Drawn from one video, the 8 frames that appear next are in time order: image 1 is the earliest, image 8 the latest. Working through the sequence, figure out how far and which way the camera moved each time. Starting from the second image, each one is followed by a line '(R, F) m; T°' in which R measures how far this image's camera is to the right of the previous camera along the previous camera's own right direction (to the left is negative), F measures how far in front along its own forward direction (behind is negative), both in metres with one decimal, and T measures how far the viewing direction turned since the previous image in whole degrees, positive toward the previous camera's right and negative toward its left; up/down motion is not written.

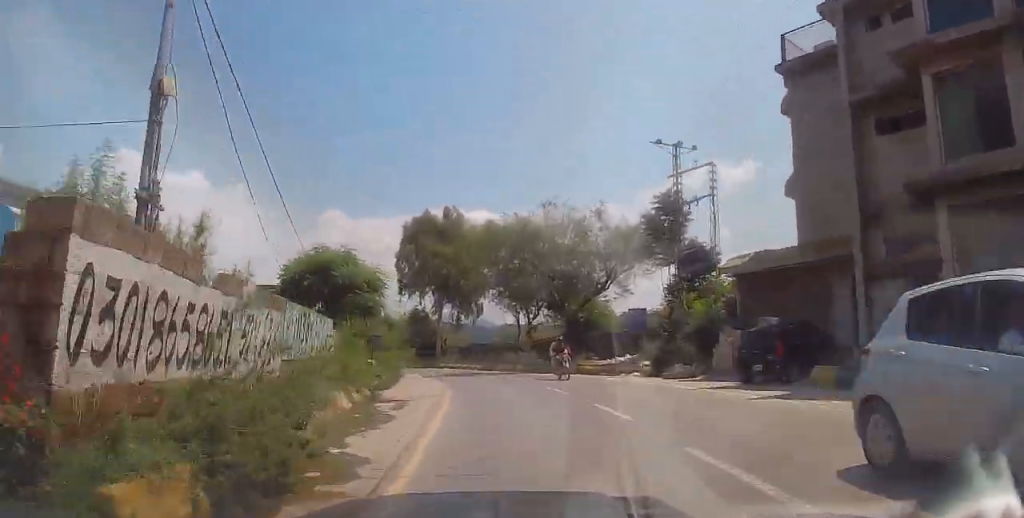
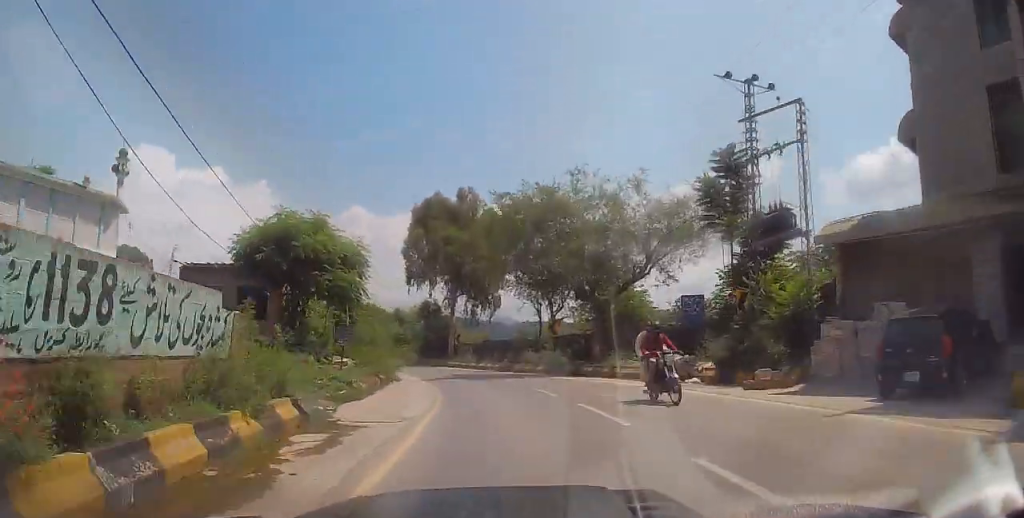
(-0.2, +6.3) m; -2°
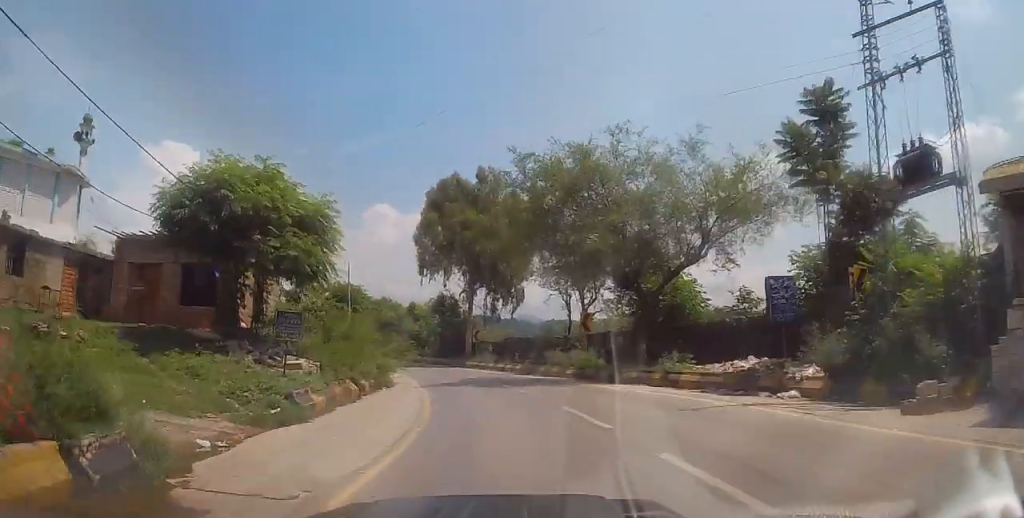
(-0.1, +5.9) m; -2°
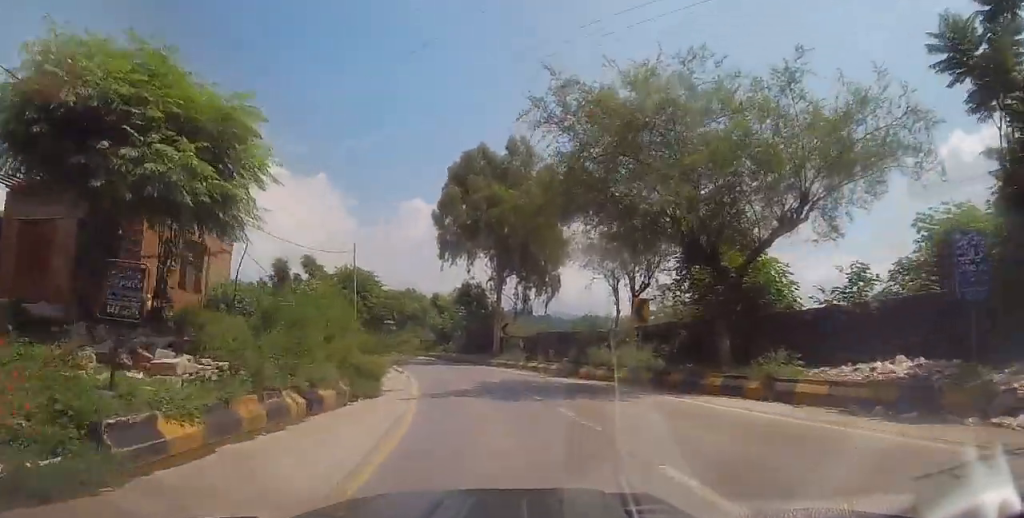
(-0.1, +6.5) m; -2°
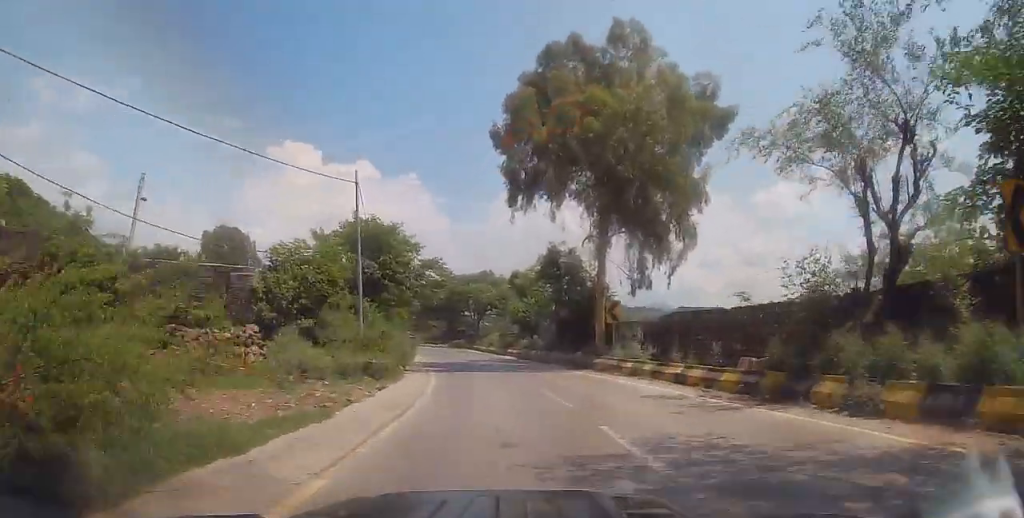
(-0.8, +15.2) m; -7°
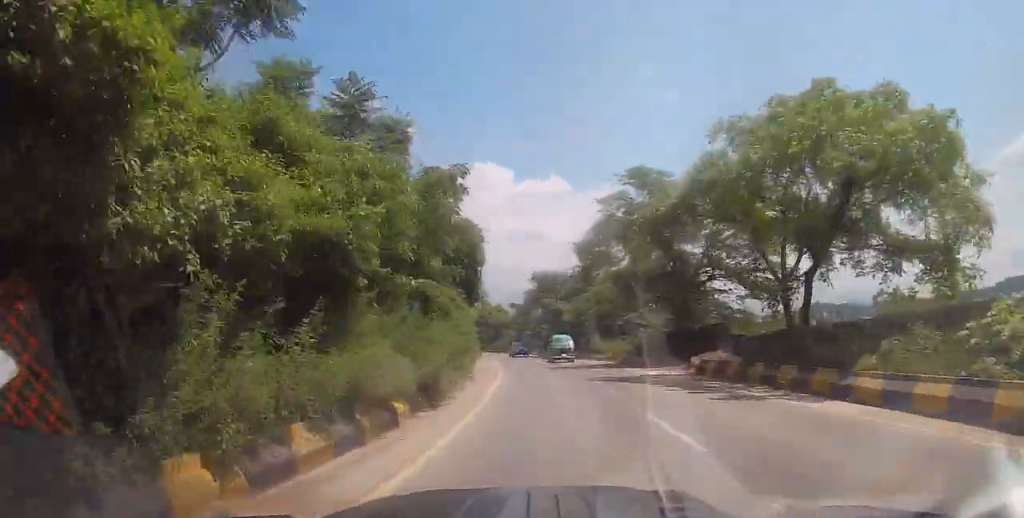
(-7.6, +46.1) m; -18°
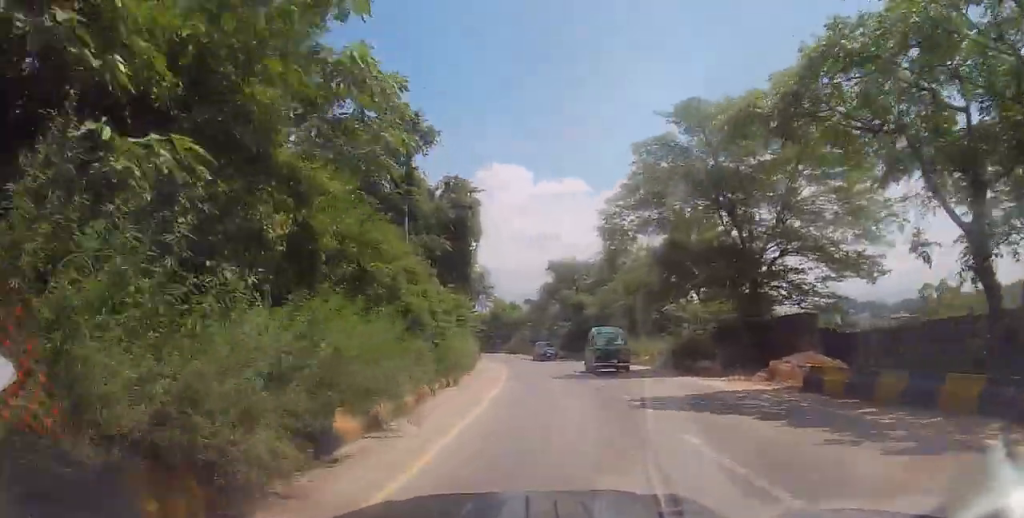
(-0.4, +8.4) m; -2°
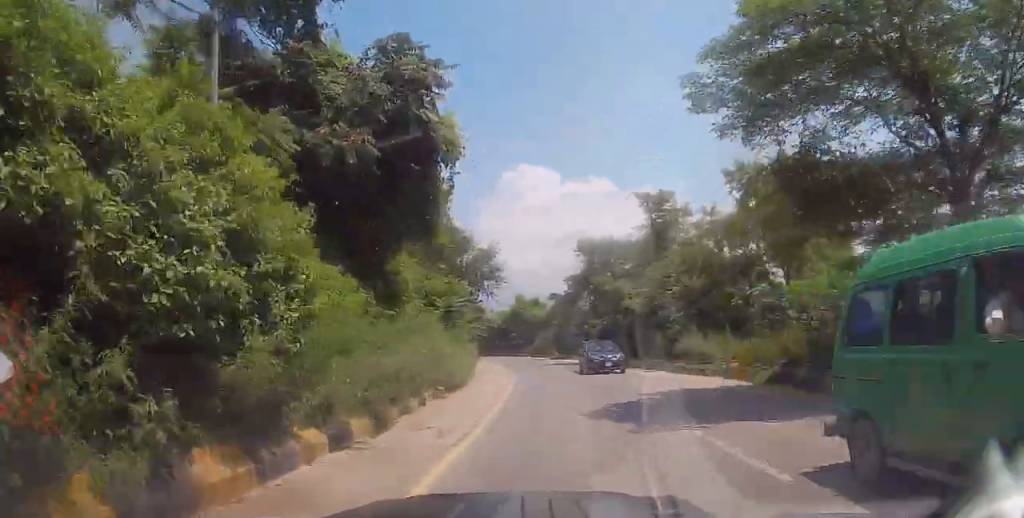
(-0.3, +11.4) m; -2°
